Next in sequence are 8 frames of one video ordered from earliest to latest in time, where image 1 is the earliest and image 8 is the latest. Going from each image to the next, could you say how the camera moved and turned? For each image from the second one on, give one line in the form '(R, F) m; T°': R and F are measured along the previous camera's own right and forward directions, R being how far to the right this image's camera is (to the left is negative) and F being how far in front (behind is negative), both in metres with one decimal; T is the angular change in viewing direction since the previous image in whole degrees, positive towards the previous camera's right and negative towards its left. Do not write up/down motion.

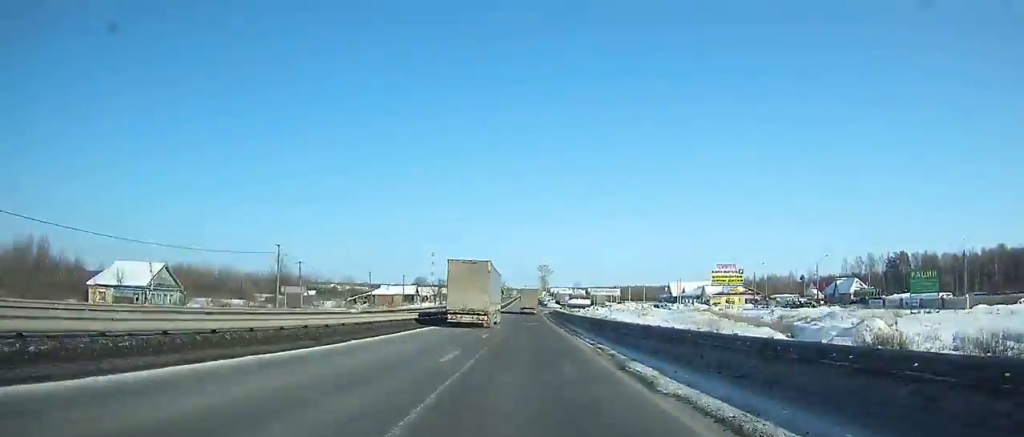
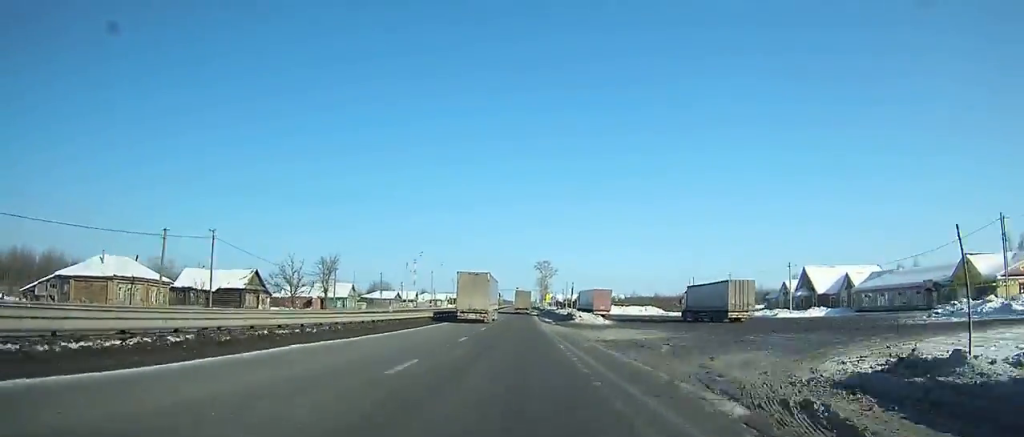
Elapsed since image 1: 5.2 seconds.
(+0.3, +109.8) m; 0°
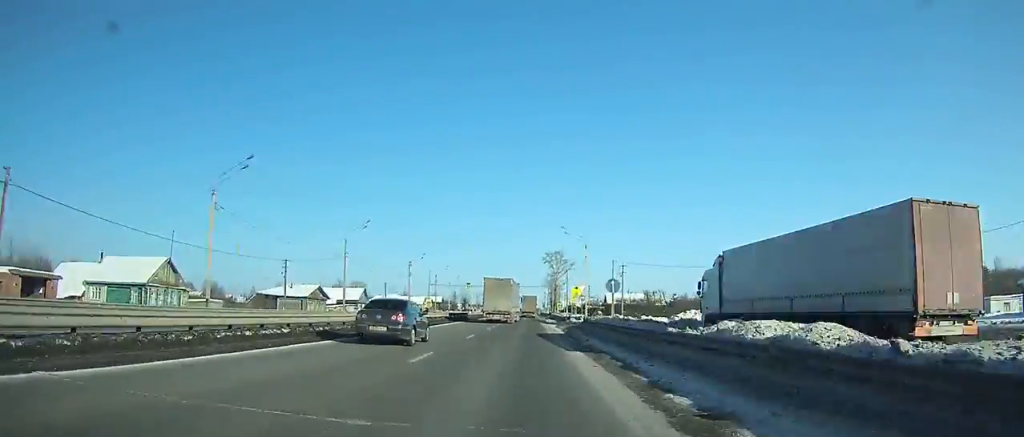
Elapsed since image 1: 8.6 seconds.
(-0.1, +69.5) m; 0°
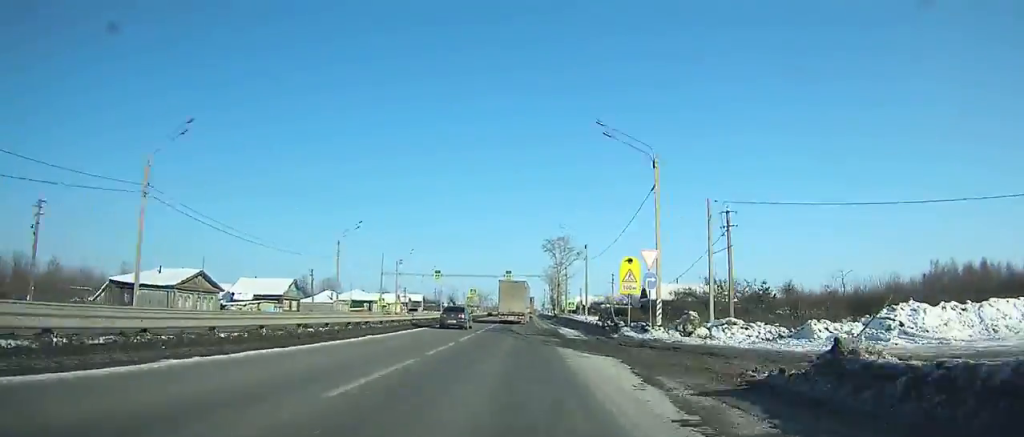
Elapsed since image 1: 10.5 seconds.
(0.0, +38.5) m; 0°
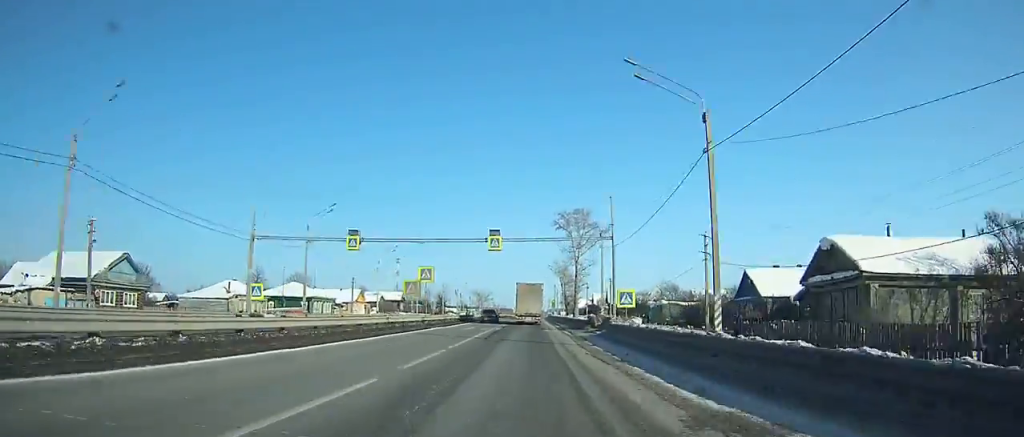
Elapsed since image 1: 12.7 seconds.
(+0.1, +44.6) m; 0°
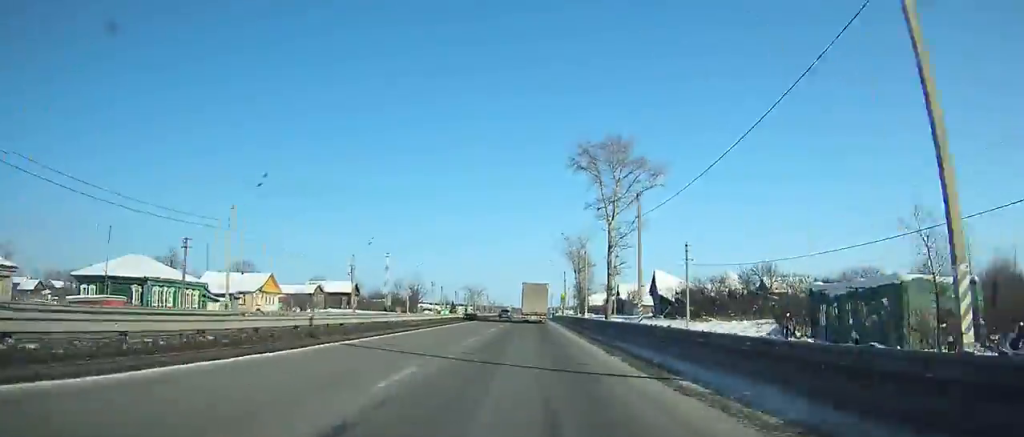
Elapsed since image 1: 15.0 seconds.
(-0.3, +47.3) m; 0°
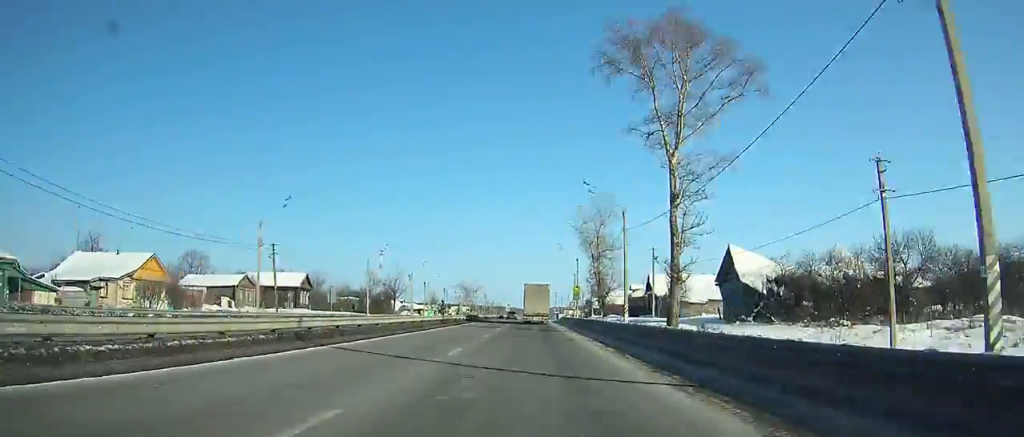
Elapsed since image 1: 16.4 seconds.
(0.0, +29.1) m; 0°
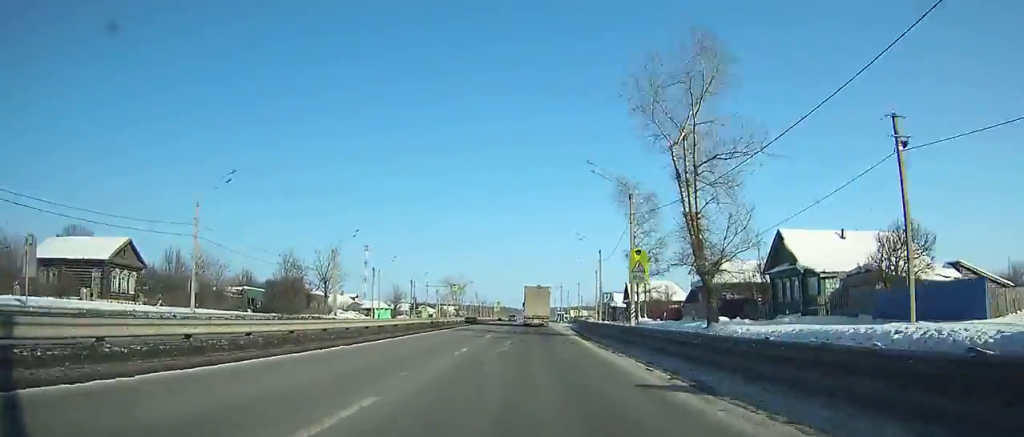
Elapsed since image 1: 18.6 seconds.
(+0.1, +46.2) m; 0°
